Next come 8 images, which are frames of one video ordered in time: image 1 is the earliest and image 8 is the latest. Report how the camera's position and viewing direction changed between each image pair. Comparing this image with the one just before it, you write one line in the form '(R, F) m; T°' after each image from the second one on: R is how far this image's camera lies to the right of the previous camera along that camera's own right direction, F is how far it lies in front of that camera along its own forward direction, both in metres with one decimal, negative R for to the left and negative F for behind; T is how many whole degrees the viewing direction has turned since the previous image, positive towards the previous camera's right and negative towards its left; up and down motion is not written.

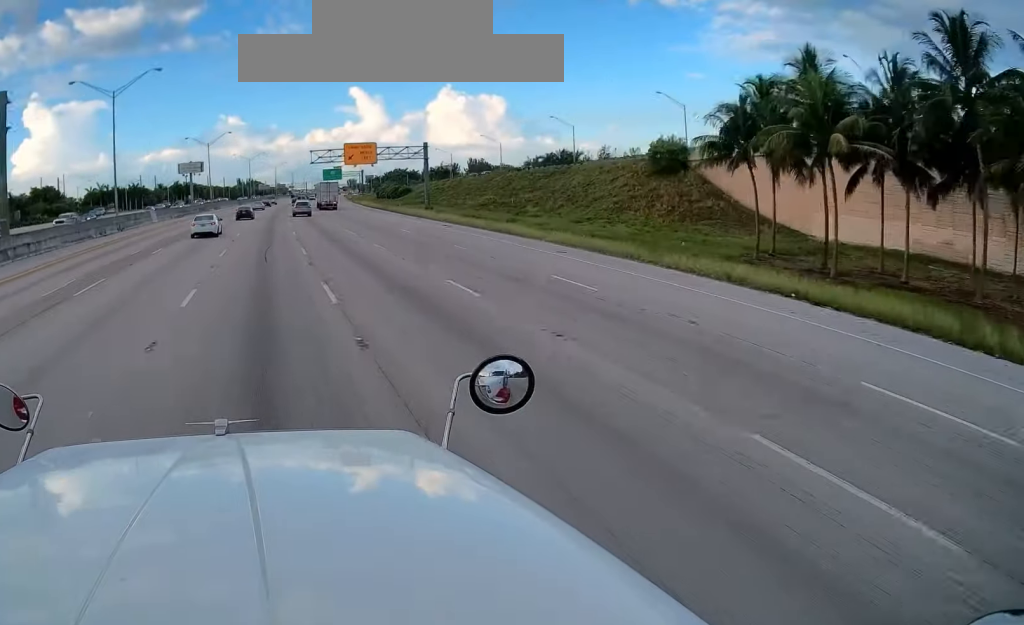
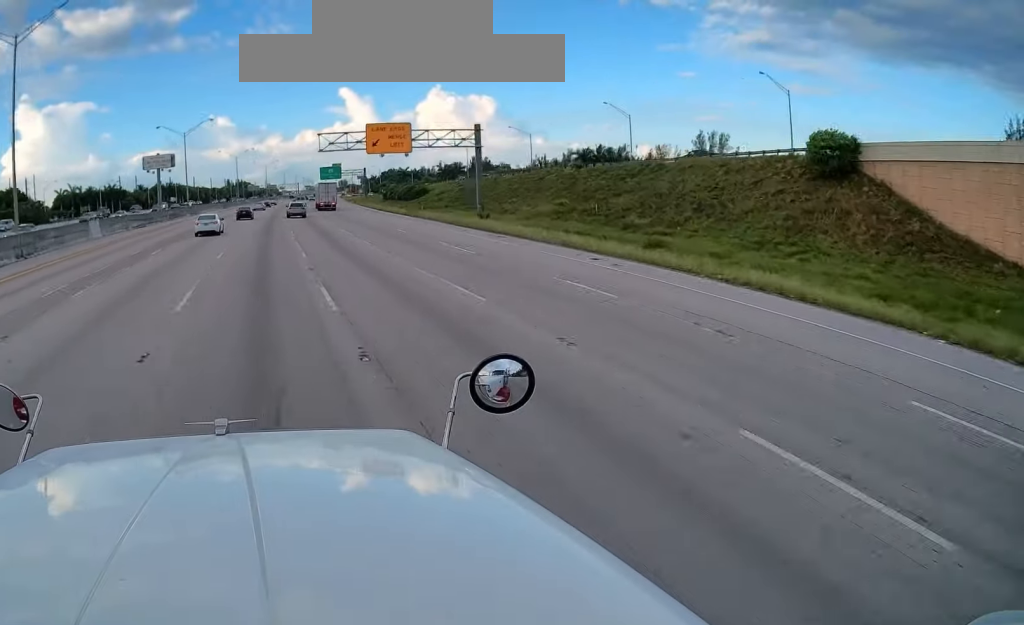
(0.0, +25.8) m; 0°
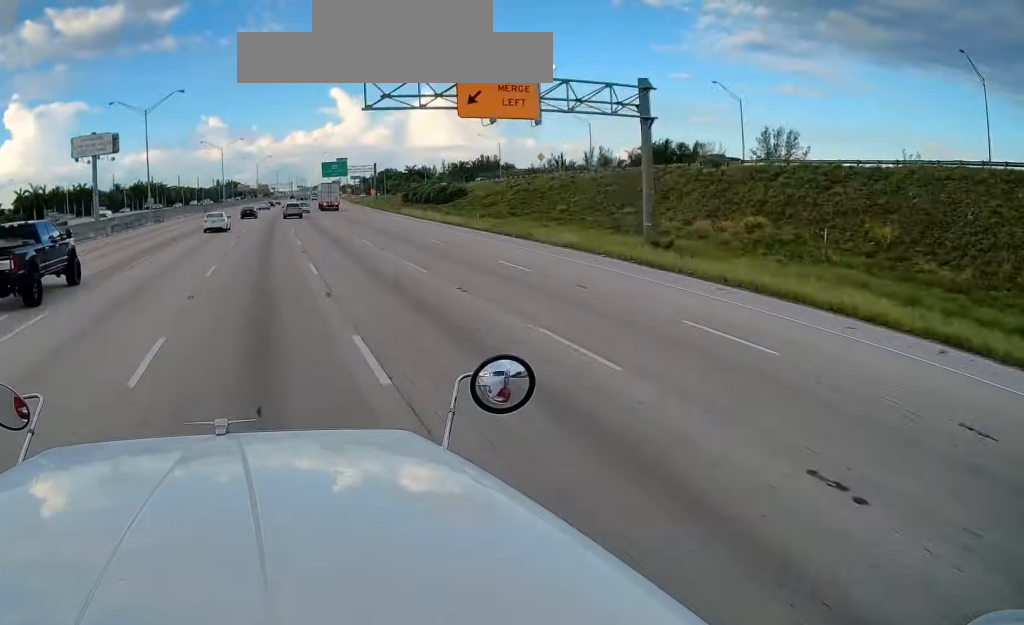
(+0.3, +30.7) m; +1°
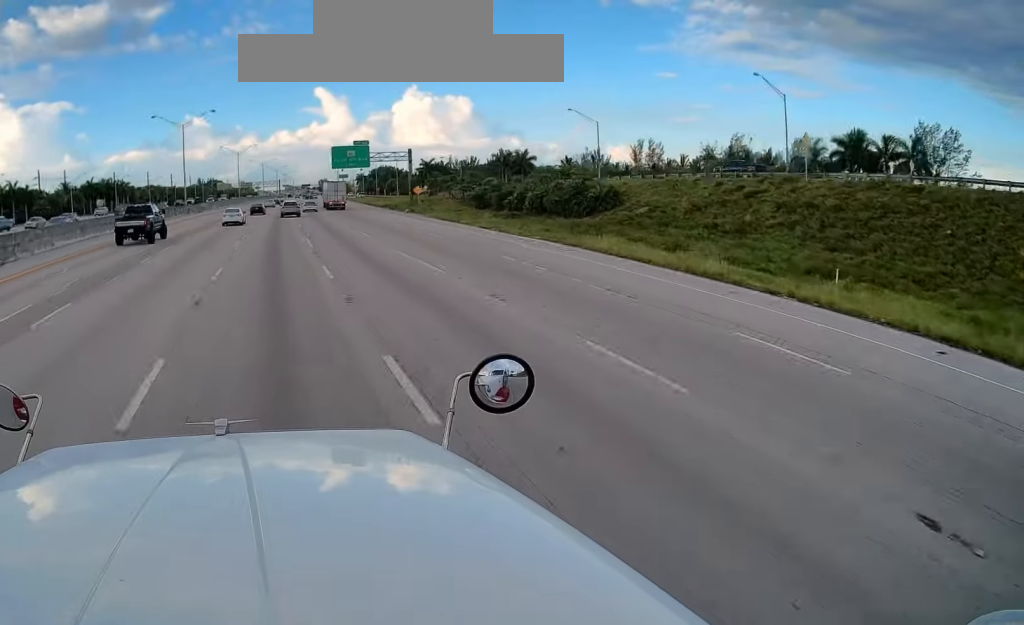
(+1.6, +50.8) m; +3°
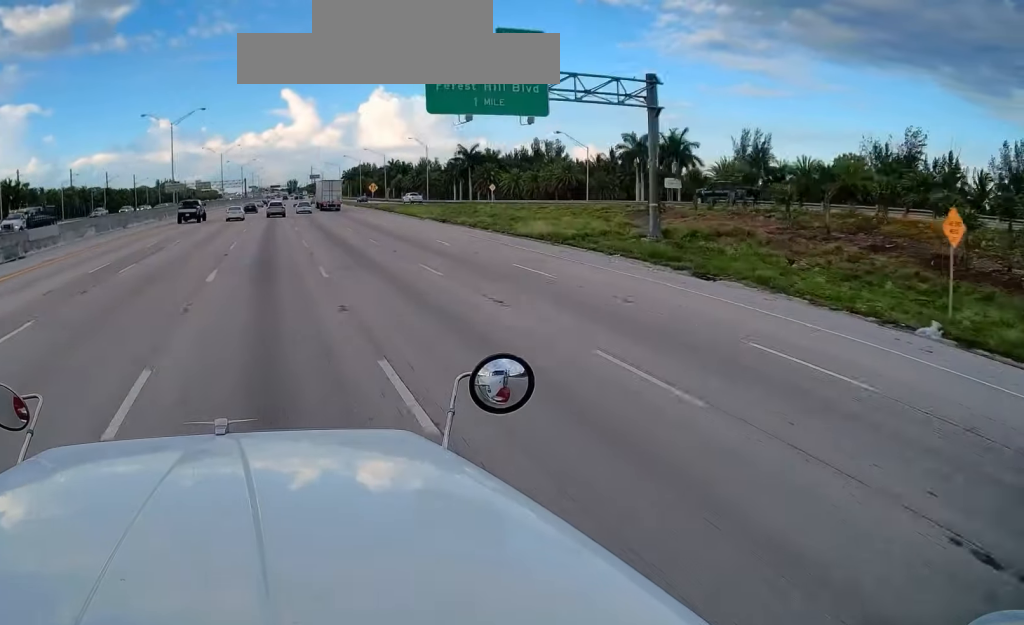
(+0.7, +74.0) m; +2°
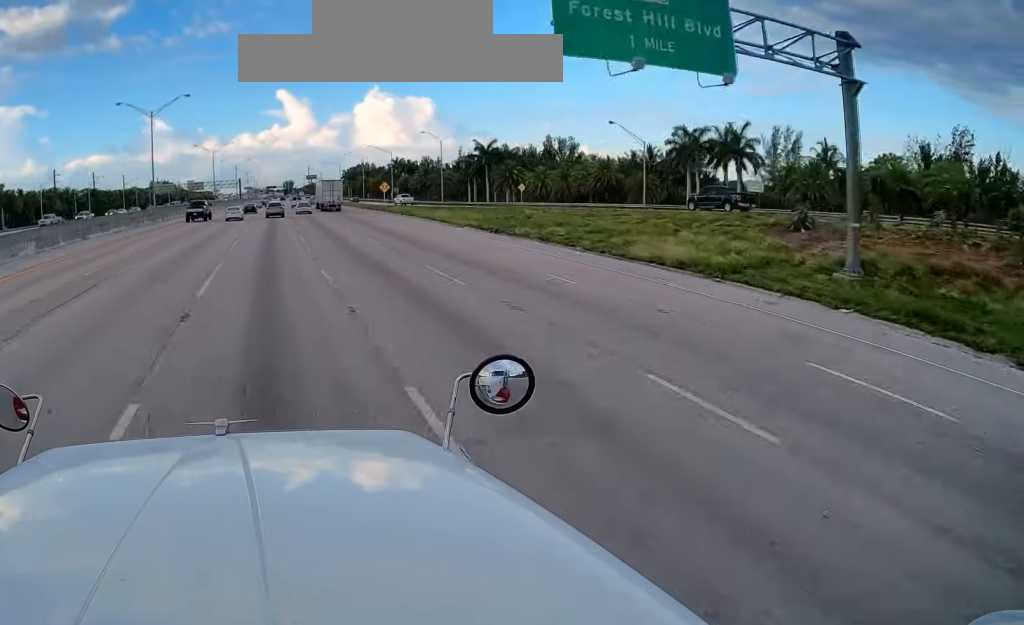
(+0.3, +14.3) m; 0°
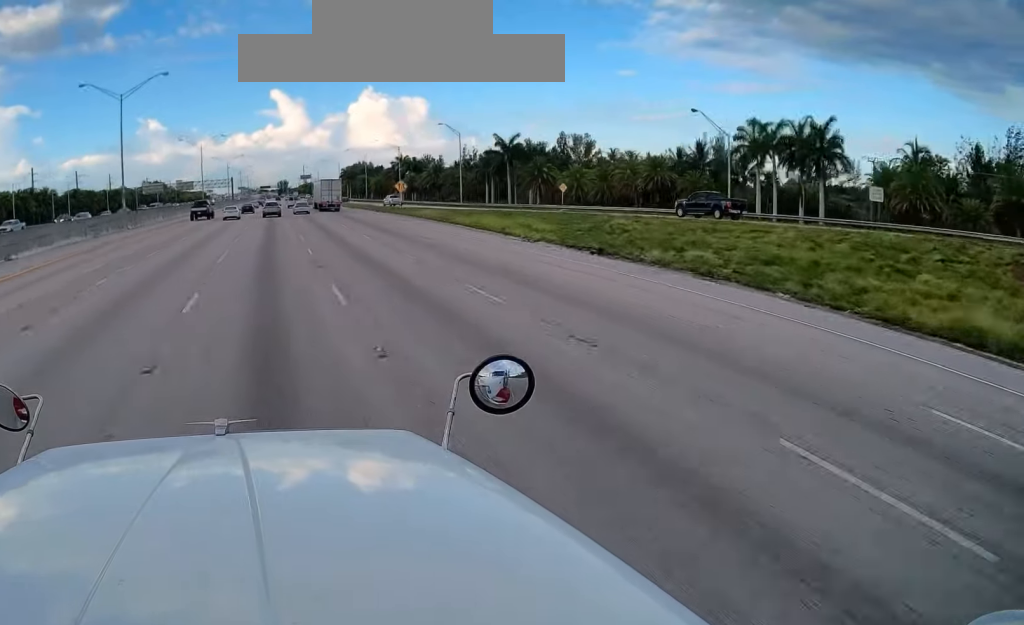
(+0.1, +15.3) m; 0°
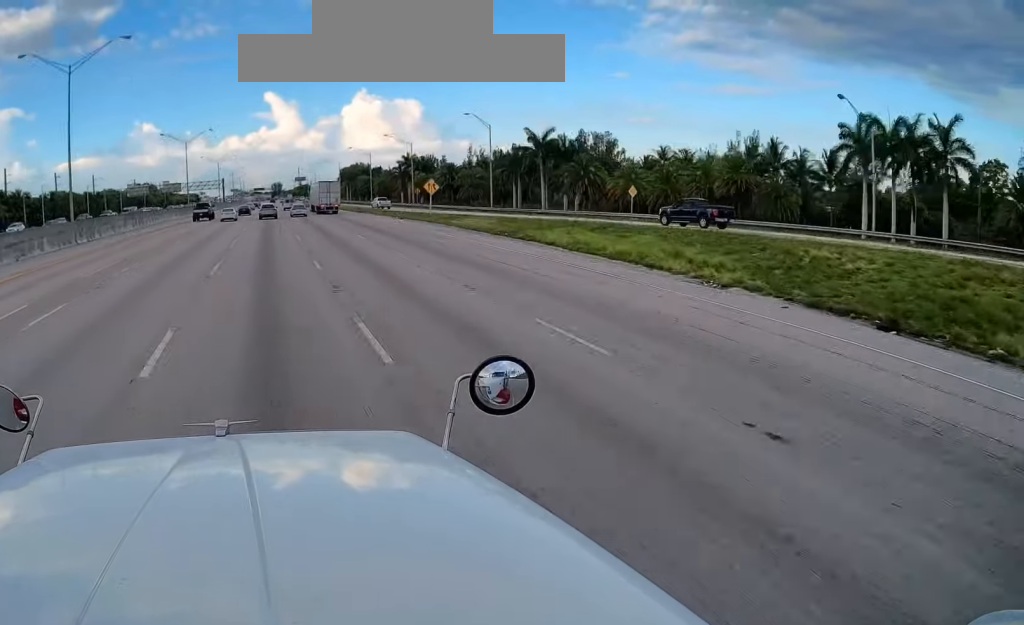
(-0.2, +17.4) m; 0°
